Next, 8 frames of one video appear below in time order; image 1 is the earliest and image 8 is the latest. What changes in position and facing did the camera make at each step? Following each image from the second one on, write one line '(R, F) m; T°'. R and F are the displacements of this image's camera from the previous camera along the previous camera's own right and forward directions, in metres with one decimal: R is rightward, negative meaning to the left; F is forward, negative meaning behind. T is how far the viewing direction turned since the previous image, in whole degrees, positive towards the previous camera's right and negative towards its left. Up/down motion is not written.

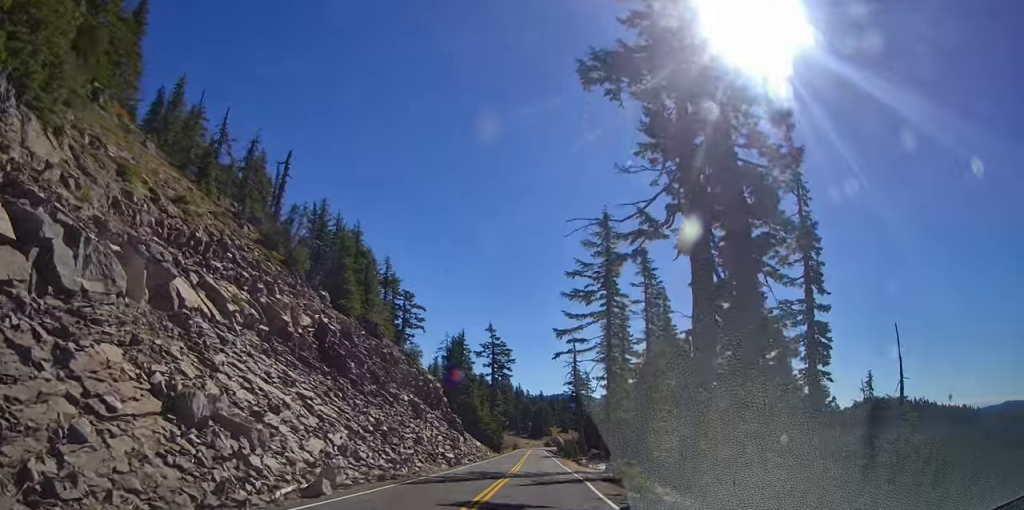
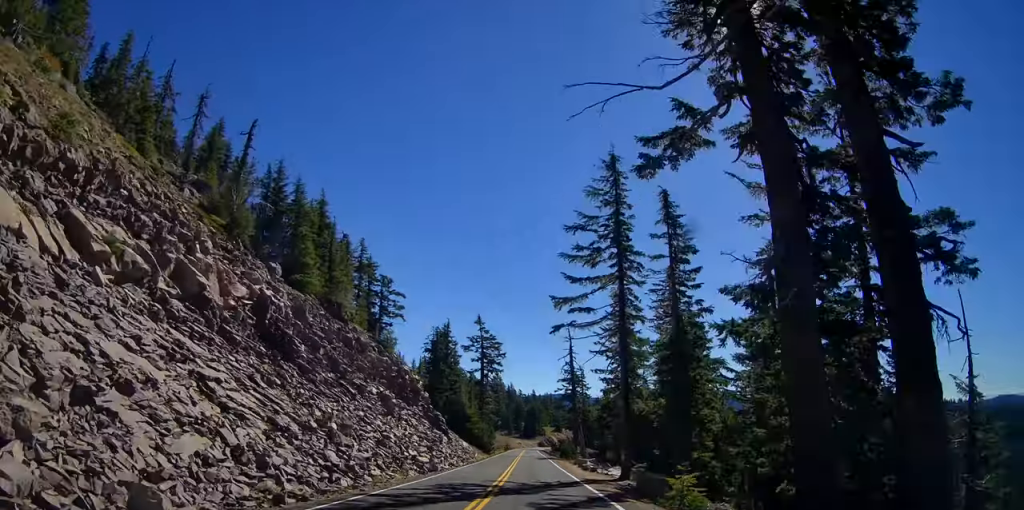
(0.0, +8.3) m; 0°
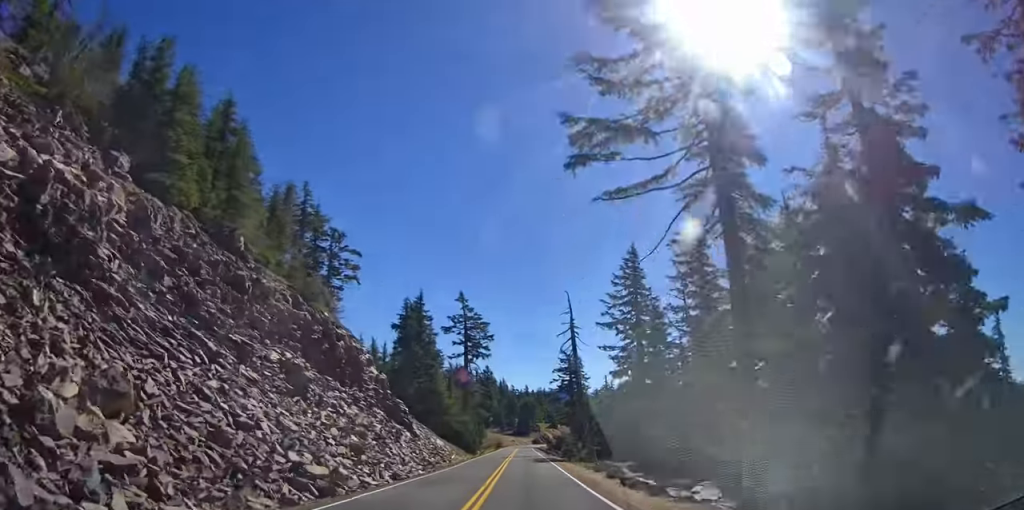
(0.0, +16.6) m; +2°
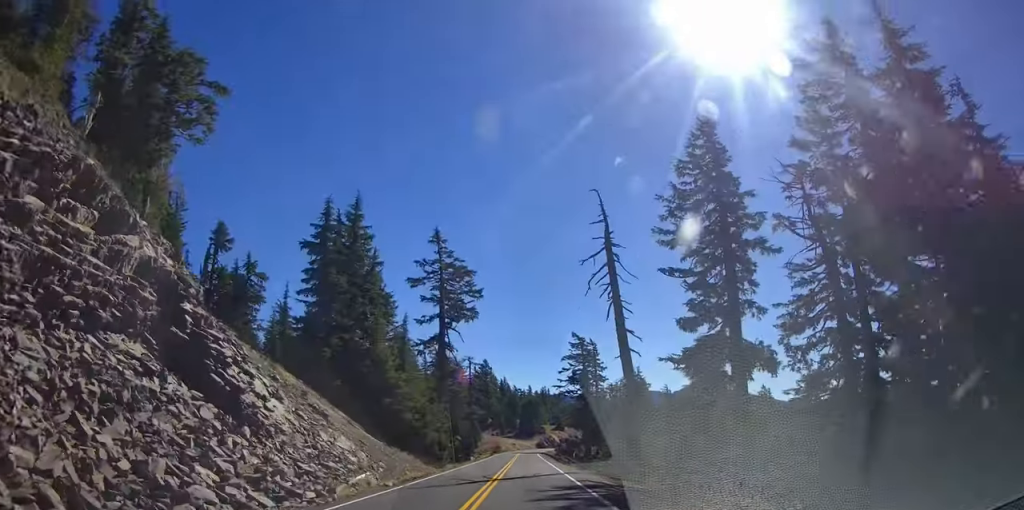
(+2.0, +29.7) m; +5°
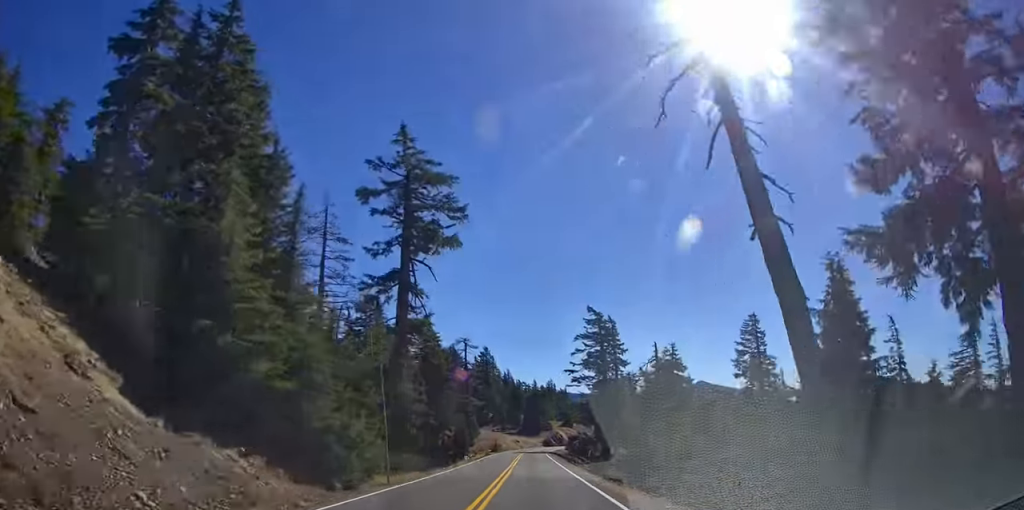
(-0.2, +23.0) m; -2°
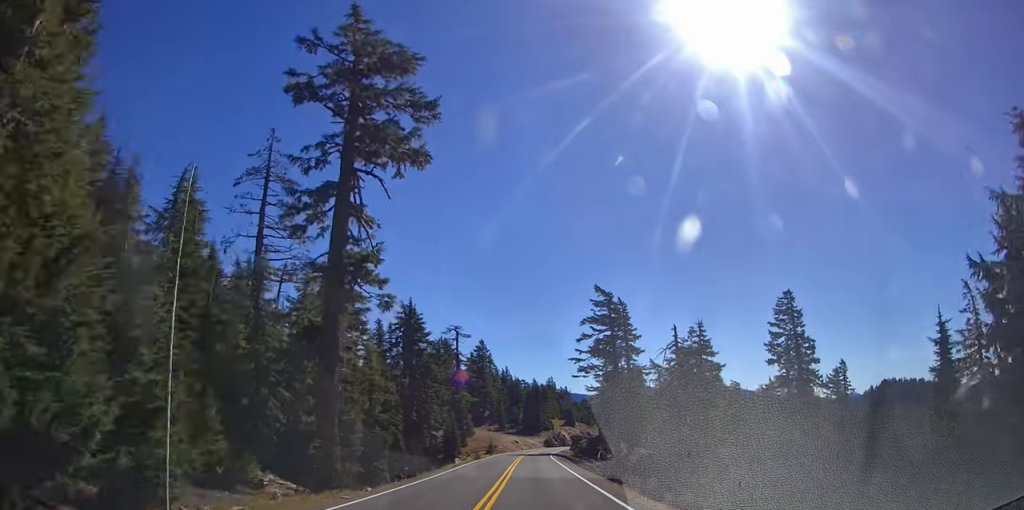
(-0.2, +14.9) m; +2°
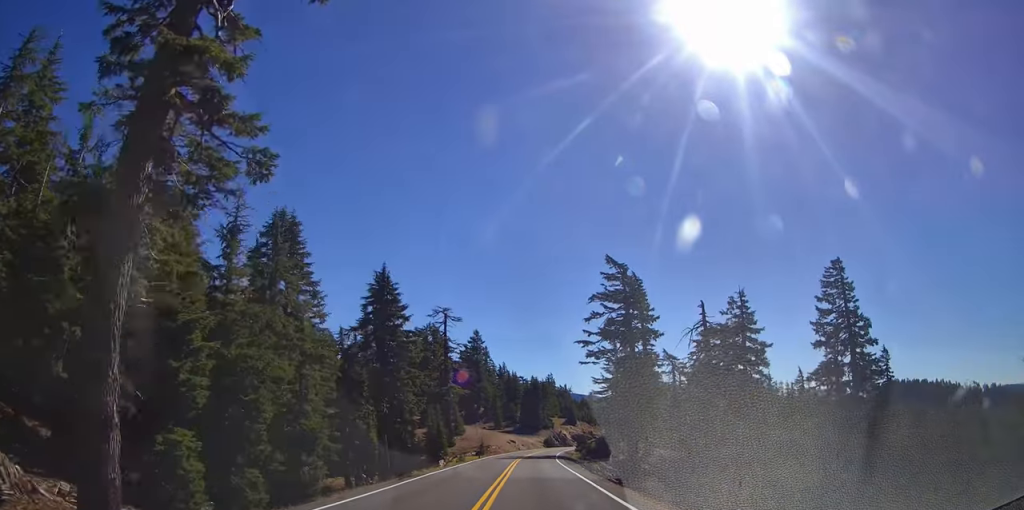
(+0.5, +15.7) m; +4°
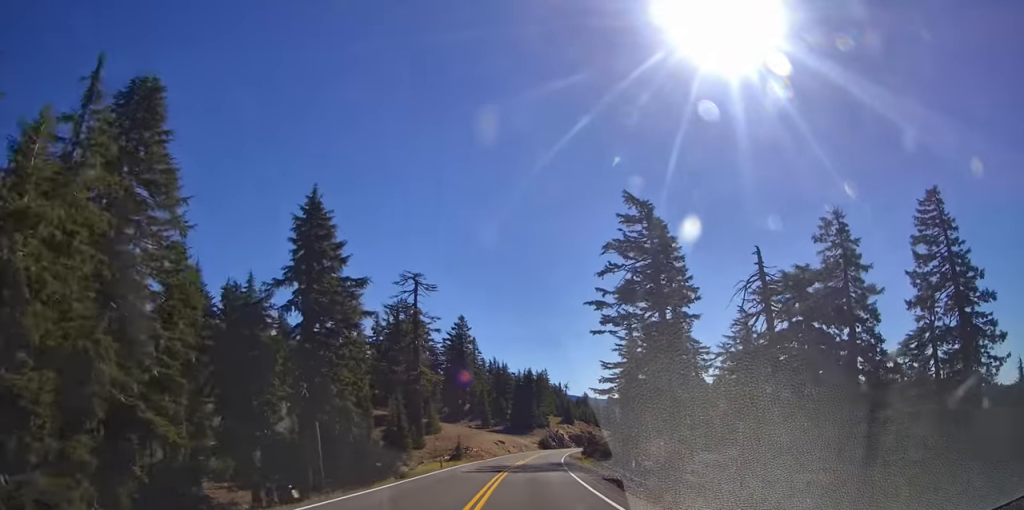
(+1.0, +22.2) m; +3°
